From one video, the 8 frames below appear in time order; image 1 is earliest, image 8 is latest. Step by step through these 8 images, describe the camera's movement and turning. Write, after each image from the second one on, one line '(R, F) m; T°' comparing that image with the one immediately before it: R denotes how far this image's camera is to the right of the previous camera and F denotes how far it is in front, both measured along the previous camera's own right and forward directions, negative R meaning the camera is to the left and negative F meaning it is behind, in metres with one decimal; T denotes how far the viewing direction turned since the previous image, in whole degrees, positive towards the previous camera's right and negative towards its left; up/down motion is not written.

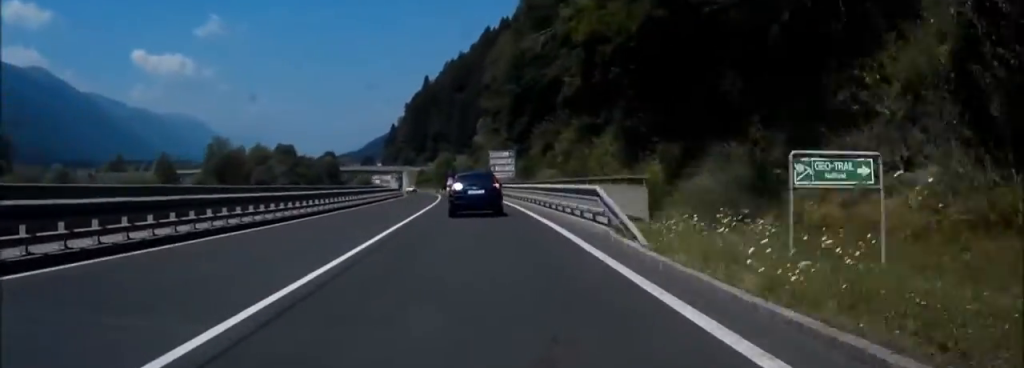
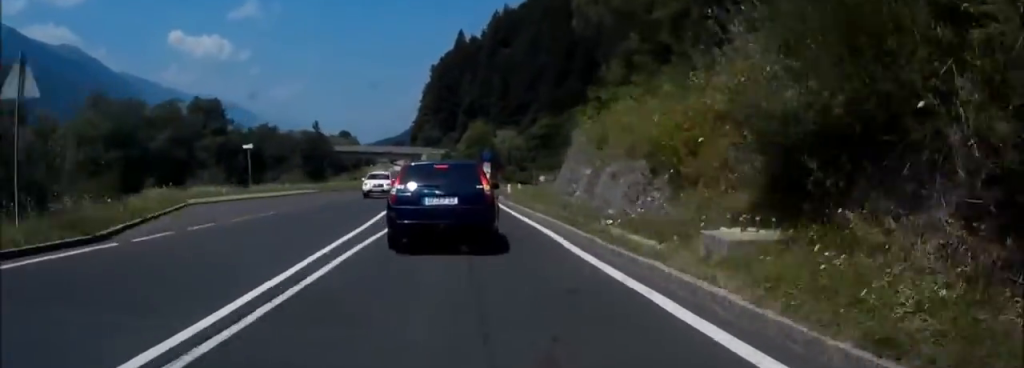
(-1.1, +79.4) m; -2°
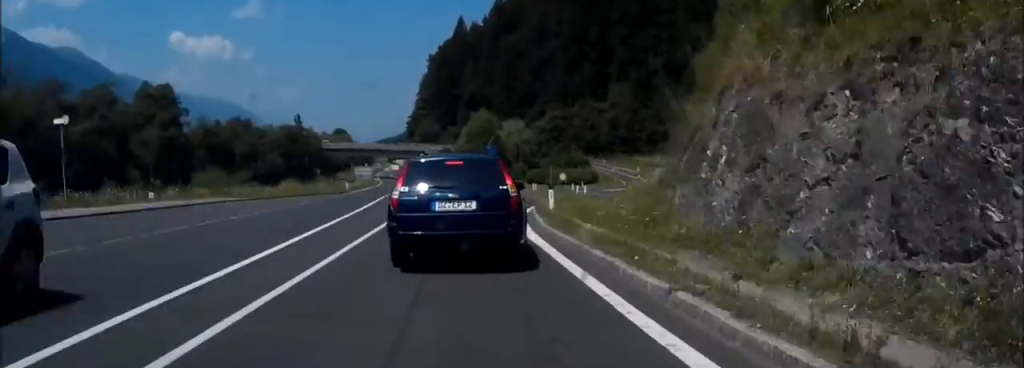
(-0.1, +20.8) m; +2°
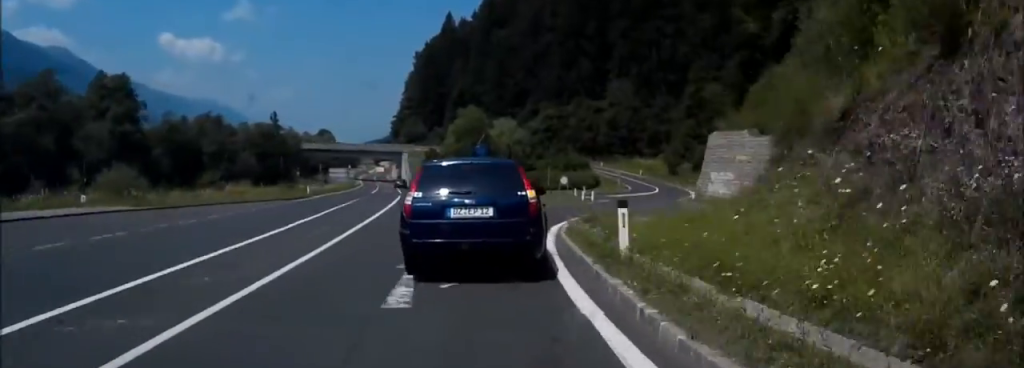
(-0.3, +12.5) m; +2°
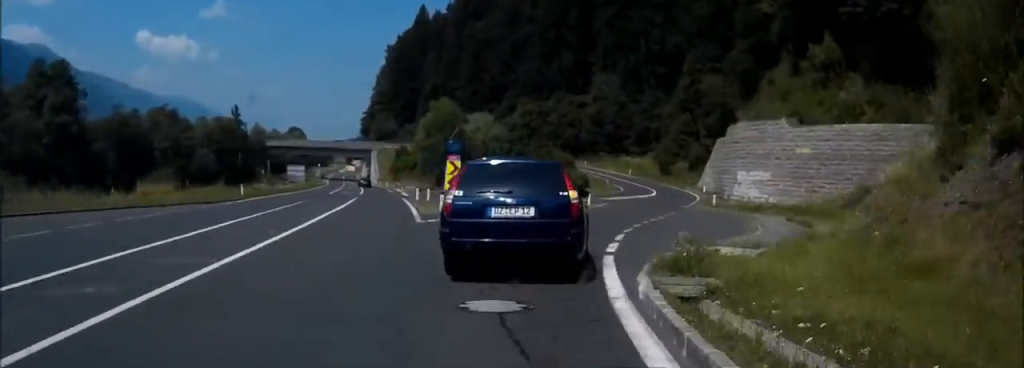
(+0.6, +11.1) m; +4°
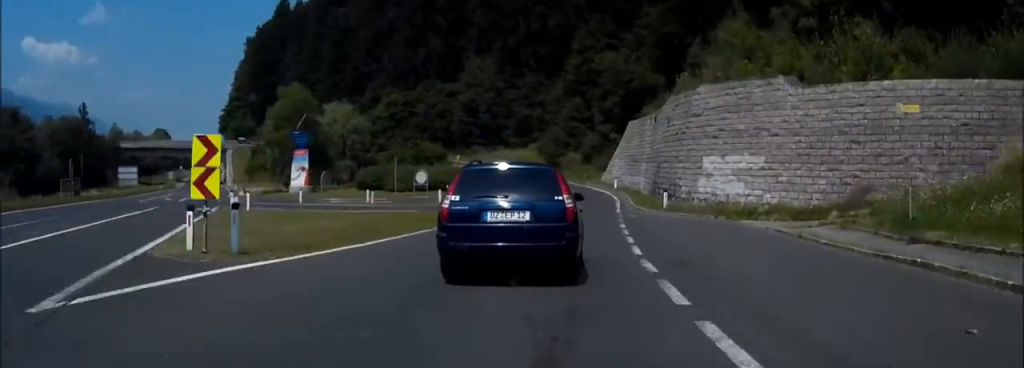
(+0.3, +16.0) m; +6°
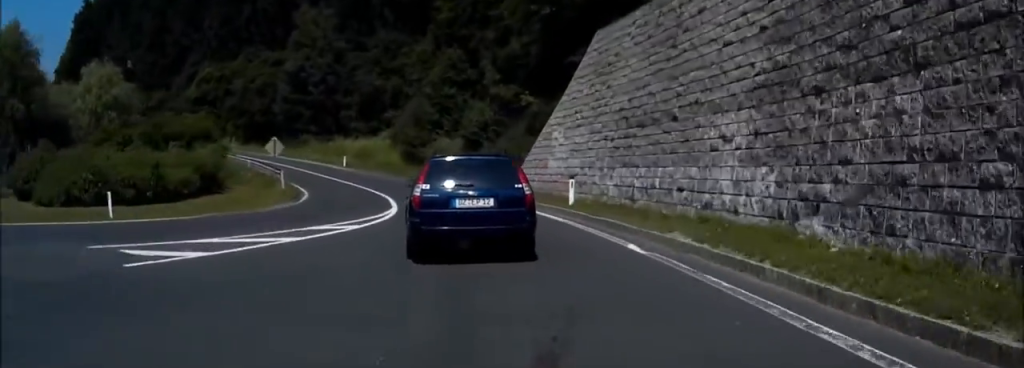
(+4.2, +34.9) m; +4°
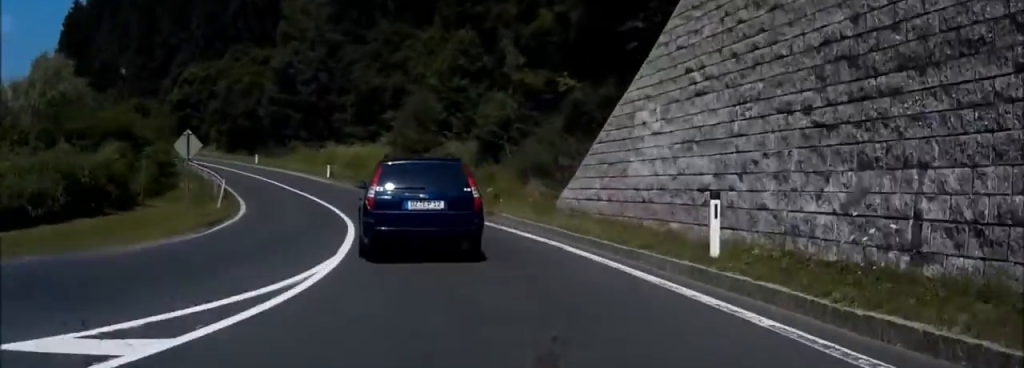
(+0.5, +10.5) m; -3°
